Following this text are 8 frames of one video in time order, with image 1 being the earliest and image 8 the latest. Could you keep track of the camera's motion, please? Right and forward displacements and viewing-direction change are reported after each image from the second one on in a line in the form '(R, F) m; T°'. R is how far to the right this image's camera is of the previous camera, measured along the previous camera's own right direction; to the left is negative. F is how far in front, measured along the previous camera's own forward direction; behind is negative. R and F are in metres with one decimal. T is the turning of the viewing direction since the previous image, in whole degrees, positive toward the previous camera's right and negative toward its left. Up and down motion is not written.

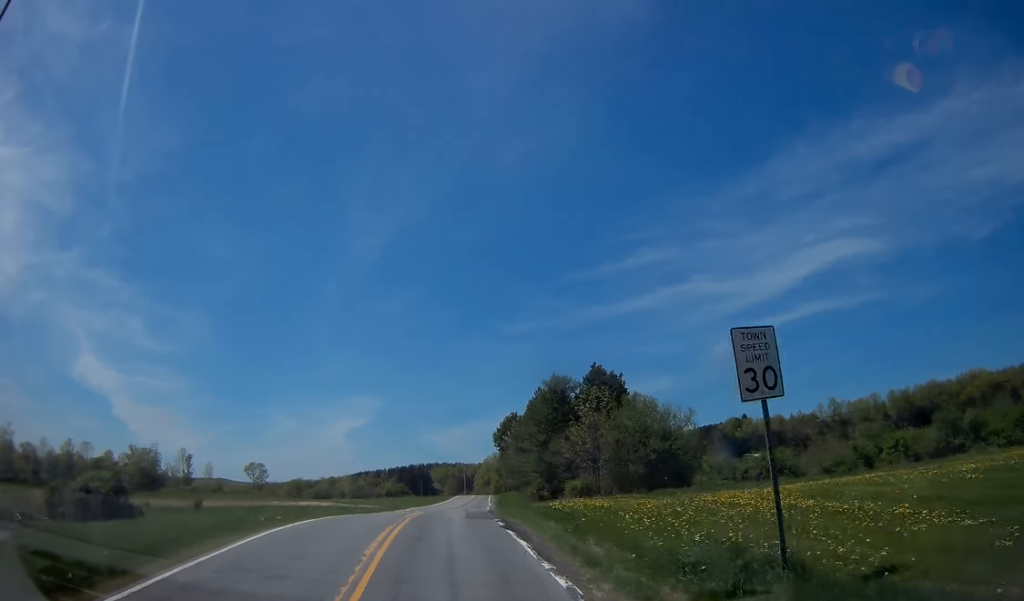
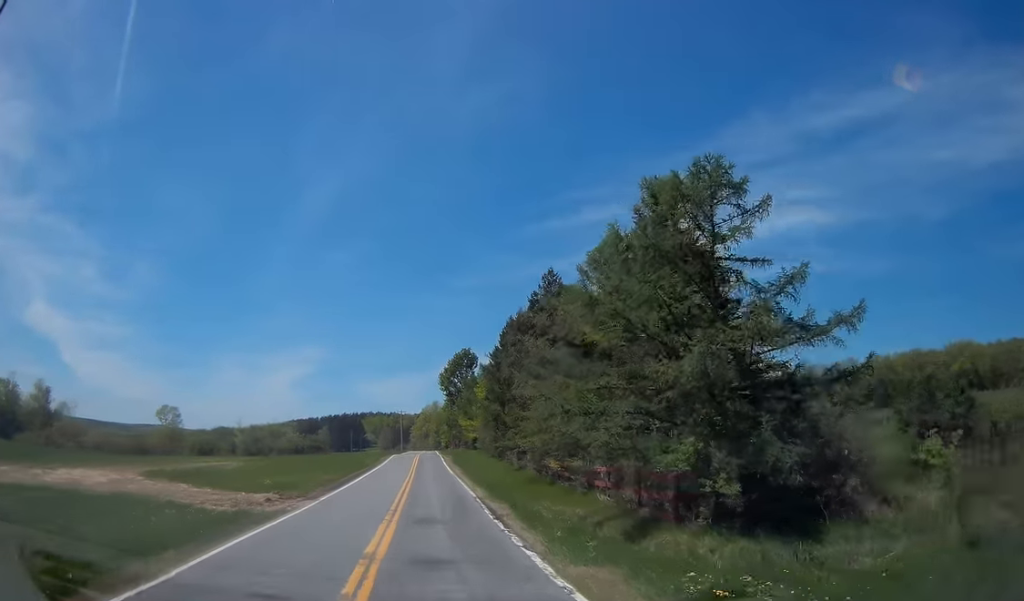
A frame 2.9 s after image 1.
(+0.6, +38.0) m; +3°
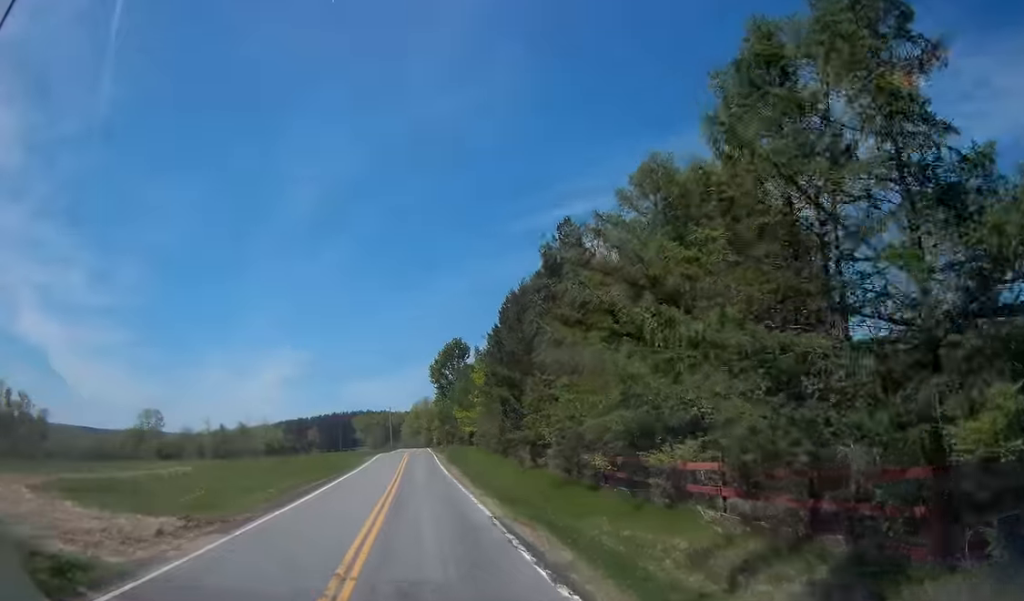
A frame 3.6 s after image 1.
(+0.1, +9.7) m; +1°
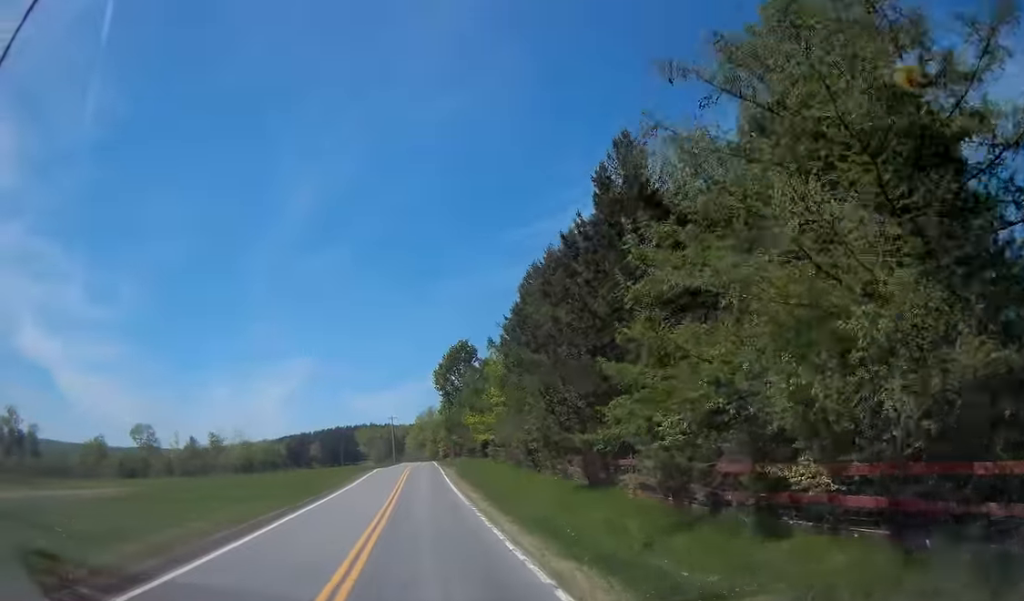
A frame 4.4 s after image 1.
(0.0, +11.7) m; 0°
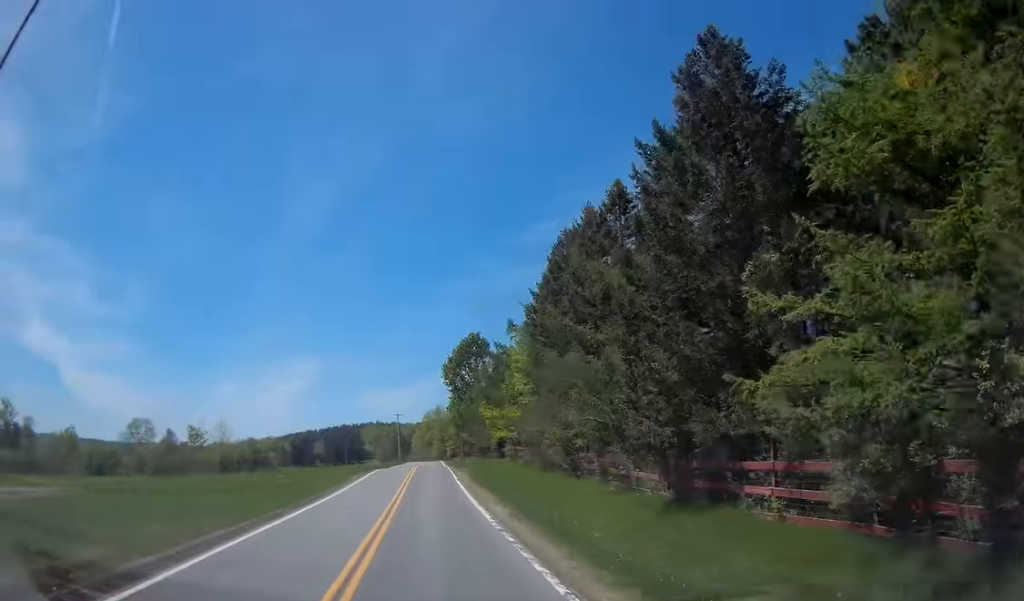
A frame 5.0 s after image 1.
(0.0, +7.9) m; 0°
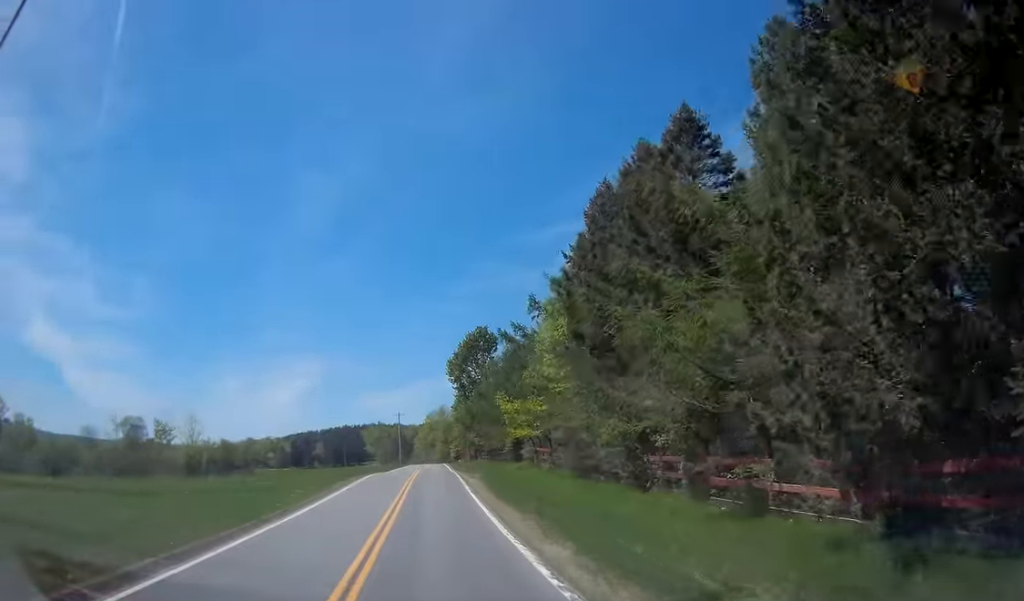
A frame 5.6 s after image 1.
(0.0, +8.3) m; 0°
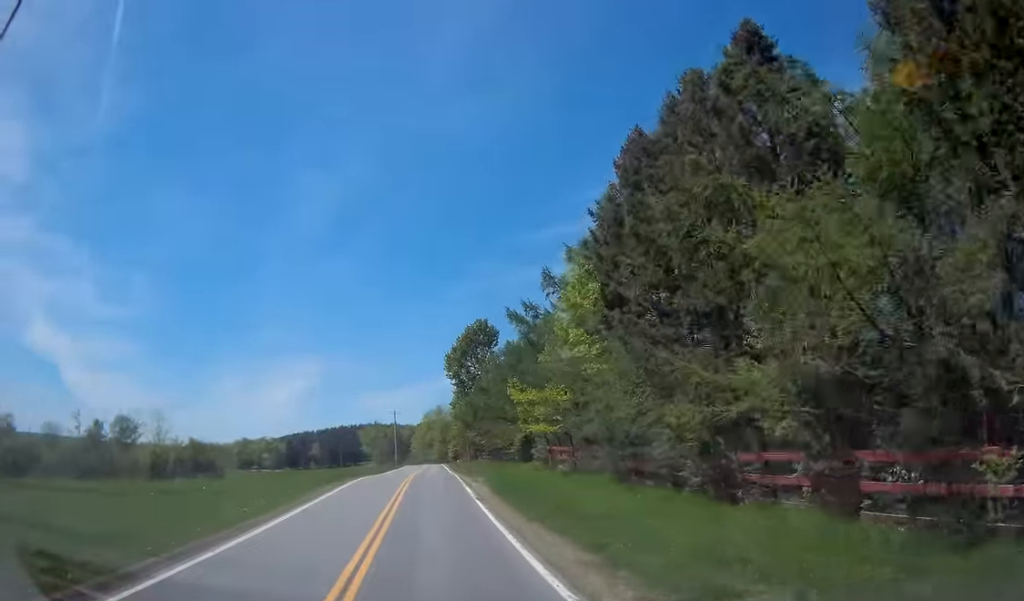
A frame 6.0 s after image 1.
(0.0, +6.0) m; 0°
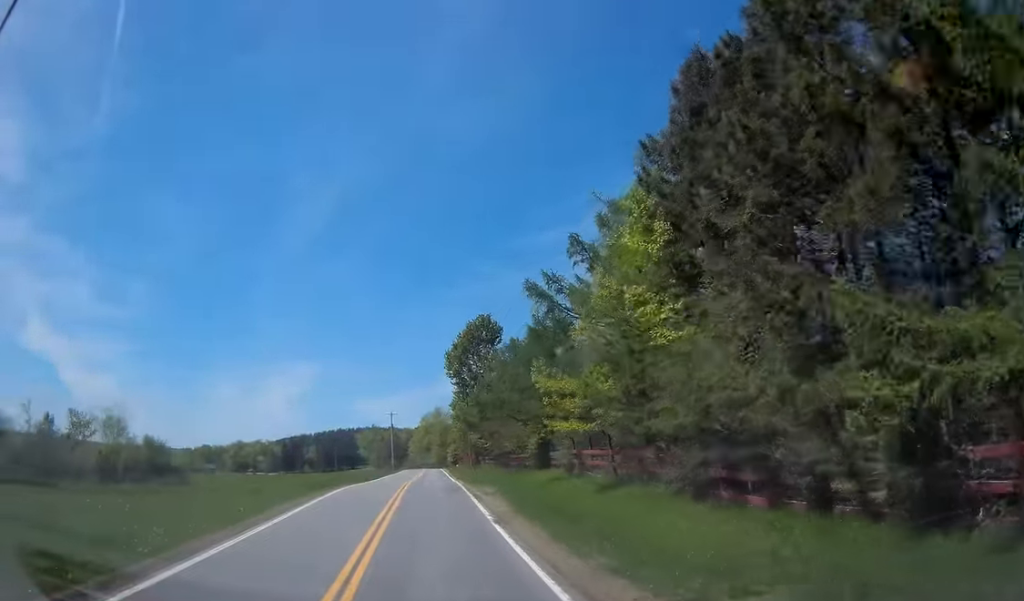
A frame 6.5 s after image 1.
(0.0, +6.8) m; 0°
